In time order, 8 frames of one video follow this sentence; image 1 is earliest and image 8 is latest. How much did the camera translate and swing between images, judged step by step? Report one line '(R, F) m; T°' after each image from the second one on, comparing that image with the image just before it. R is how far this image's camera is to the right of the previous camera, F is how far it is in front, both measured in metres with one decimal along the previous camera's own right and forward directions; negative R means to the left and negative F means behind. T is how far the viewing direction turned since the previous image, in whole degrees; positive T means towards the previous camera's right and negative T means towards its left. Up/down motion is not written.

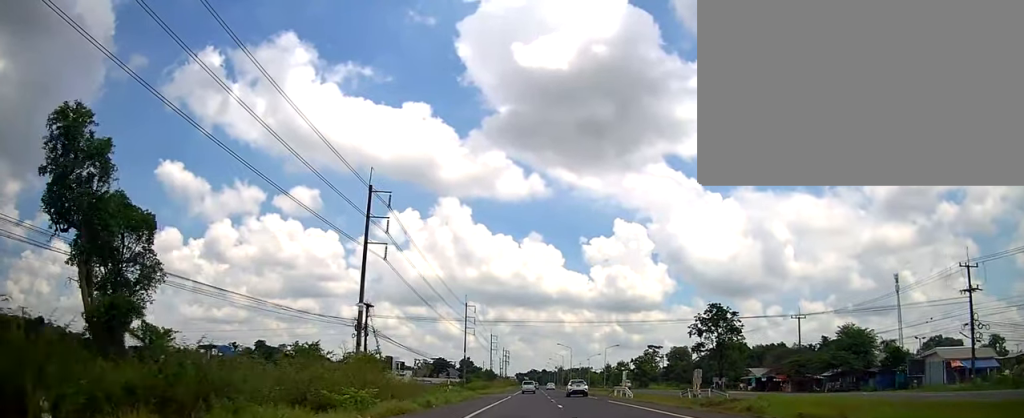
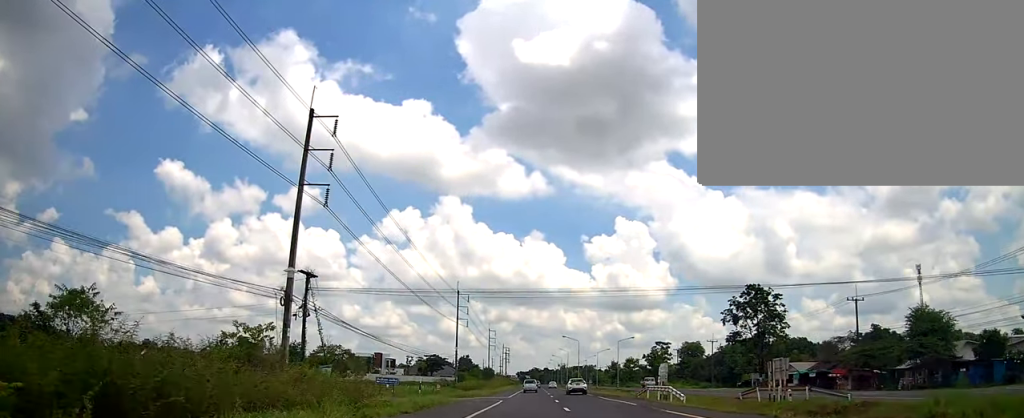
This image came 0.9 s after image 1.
(+0.3, +16.3) m; 0°
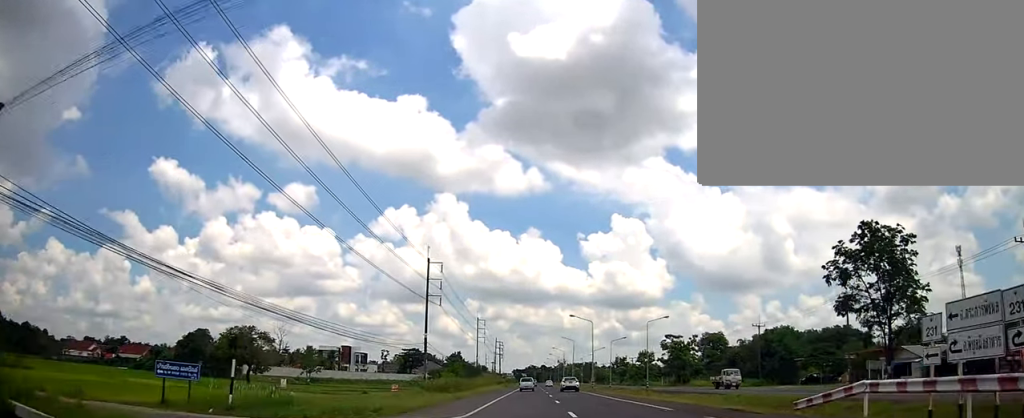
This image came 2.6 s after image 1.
(-0.9, +30.4) m; 0°
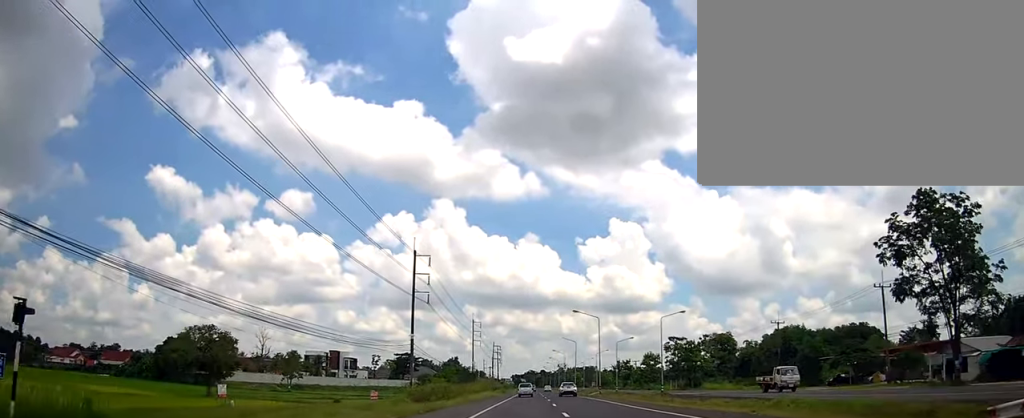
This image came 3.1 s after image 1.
(+0.1, +8.8) m; +1°
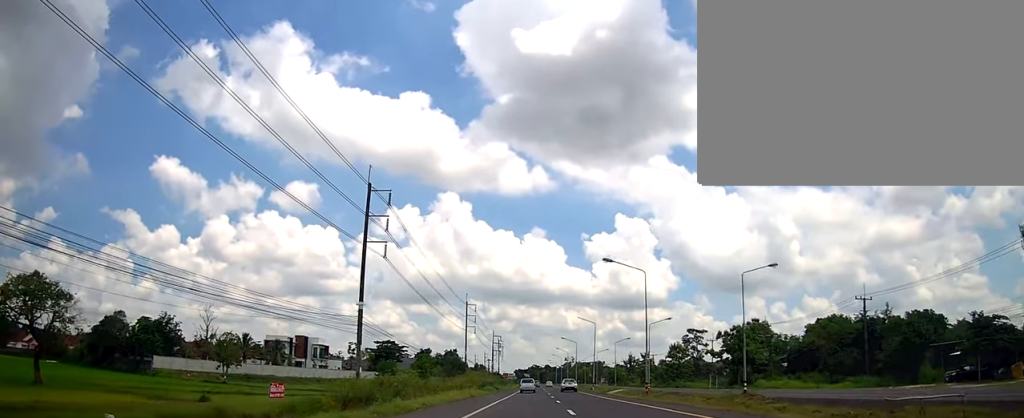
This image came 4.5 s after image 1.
(+0.4, +25.0) m; 0°
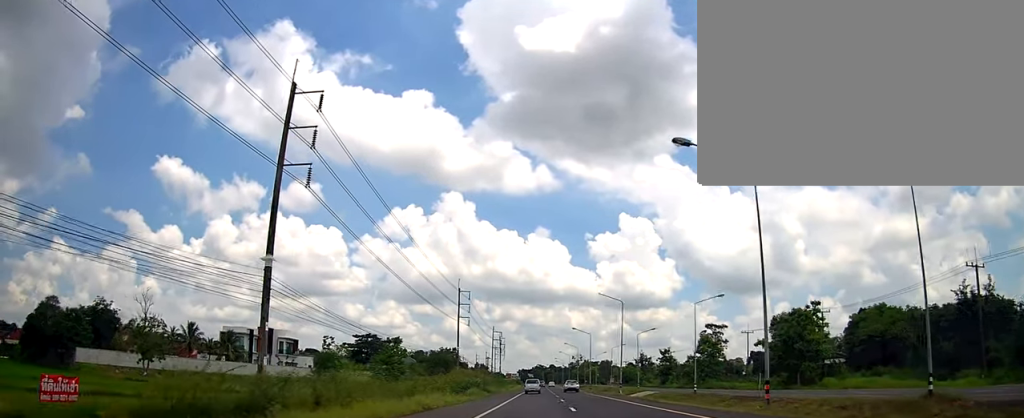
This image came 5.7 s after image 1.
(-0.1, +20.0) m; -3°
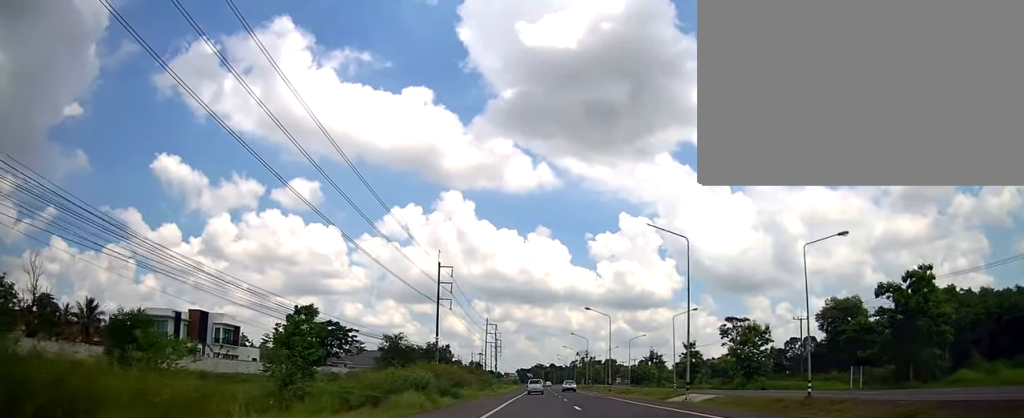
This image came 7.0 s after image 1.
(-0.4, +23.3) m; 0°
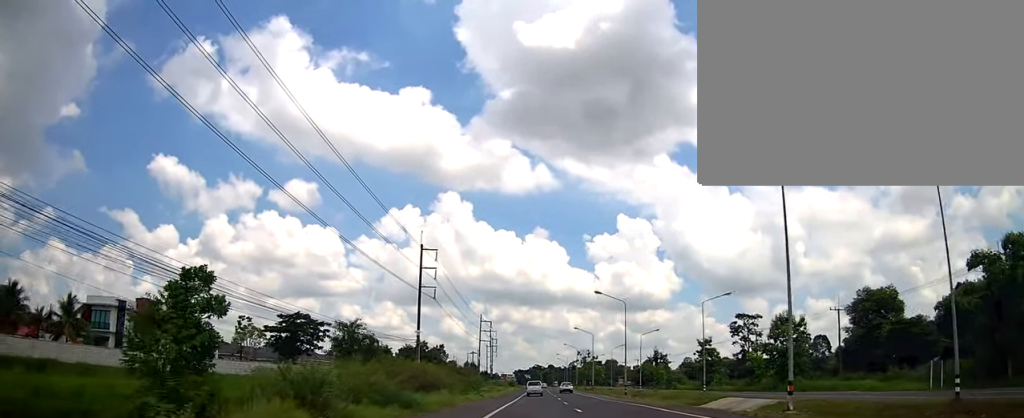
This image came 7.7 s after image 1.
(+0.4, +12.3) m; 0°
